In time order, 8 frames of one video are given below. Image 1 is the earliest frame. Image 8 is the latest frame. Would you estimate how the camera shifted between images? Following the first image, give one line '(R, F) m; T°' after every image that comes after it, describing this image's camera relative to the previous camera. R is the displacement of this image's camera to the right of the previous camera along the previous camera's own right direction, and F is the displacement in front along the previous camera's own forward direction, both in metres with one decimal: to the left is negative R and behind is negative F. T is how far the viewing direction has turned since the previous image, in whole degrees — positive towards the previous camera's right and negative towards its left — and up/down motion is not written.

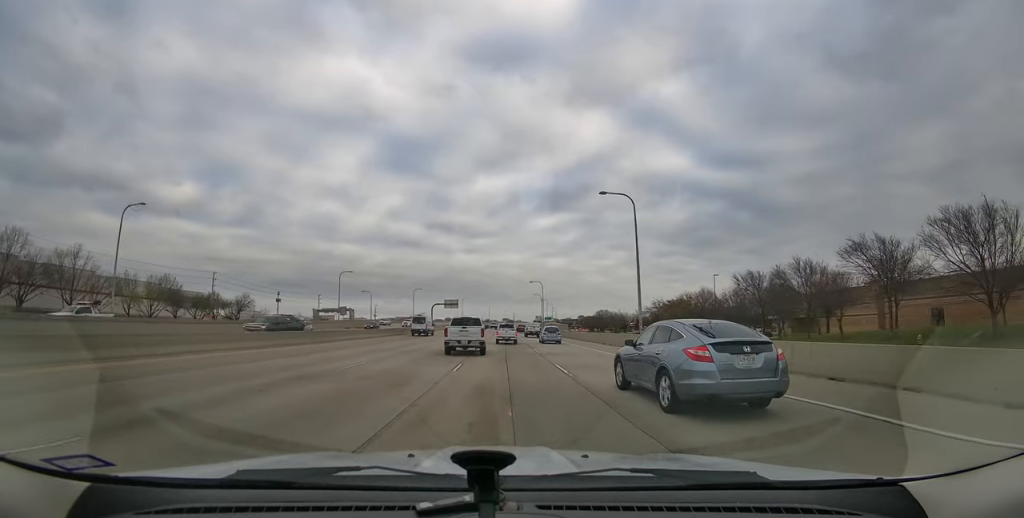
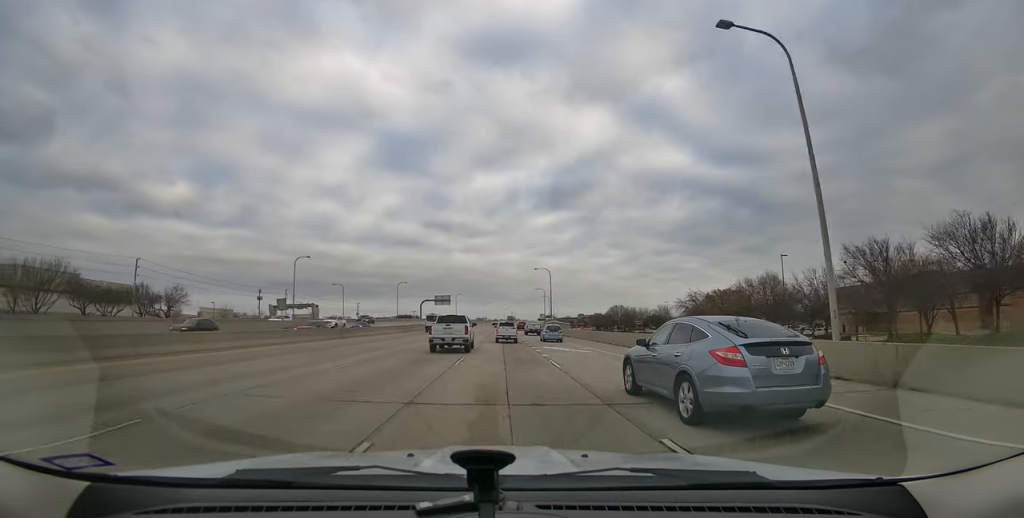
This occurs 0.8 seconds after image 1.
(+0.1, +22.3) m; 0°
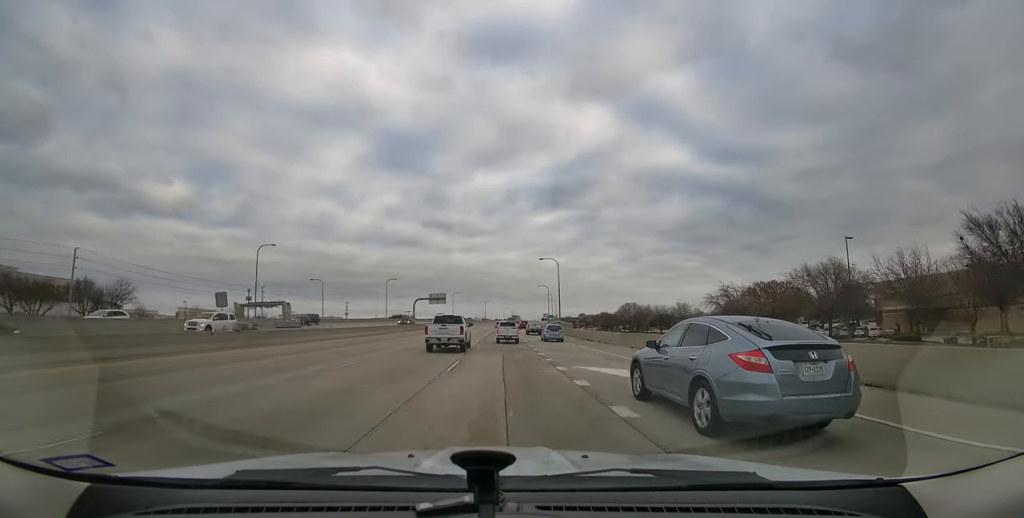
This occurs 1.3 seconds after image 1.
(+0.1, +14.6) m; 0°
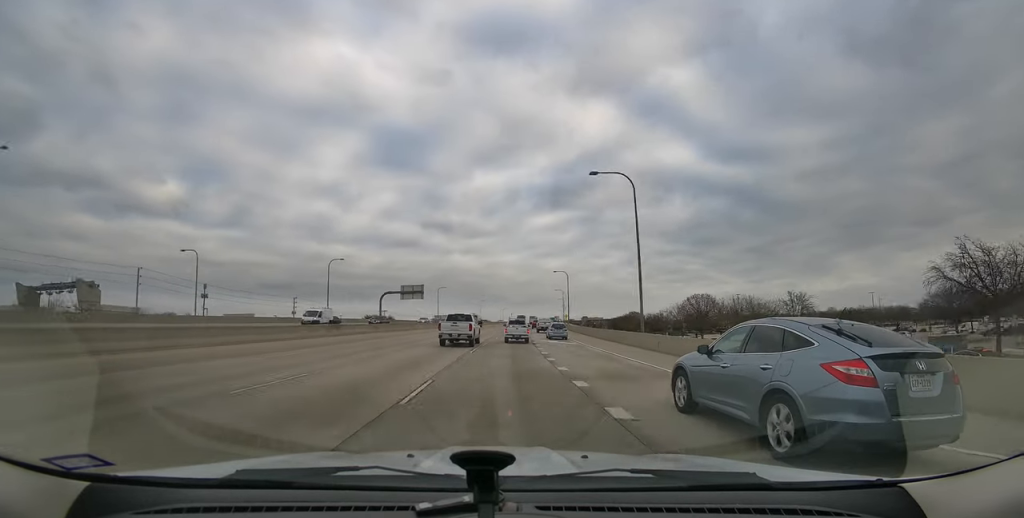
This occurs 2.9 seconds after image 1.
(+0.1, +43.5) m; 0°
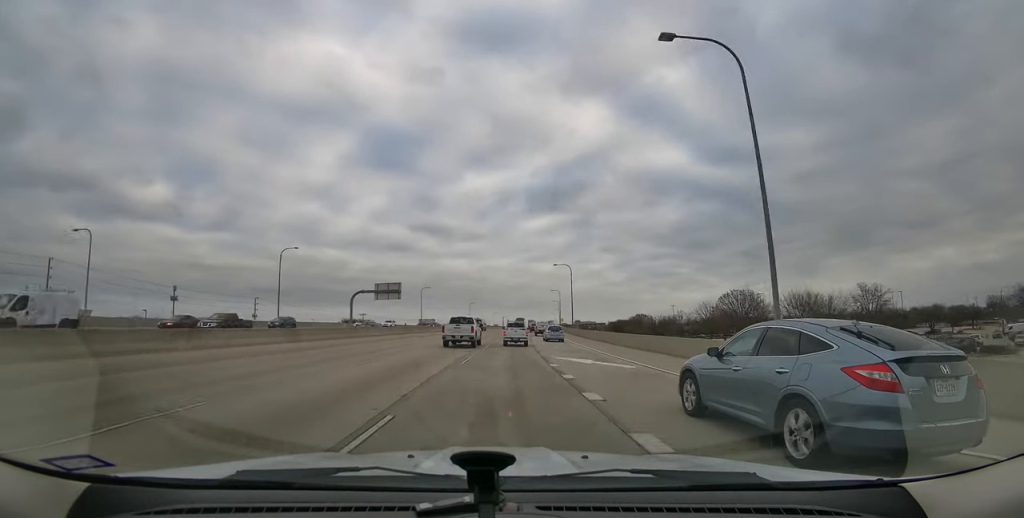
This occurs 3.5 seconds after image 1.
(0.0, +17.6) m; 0°
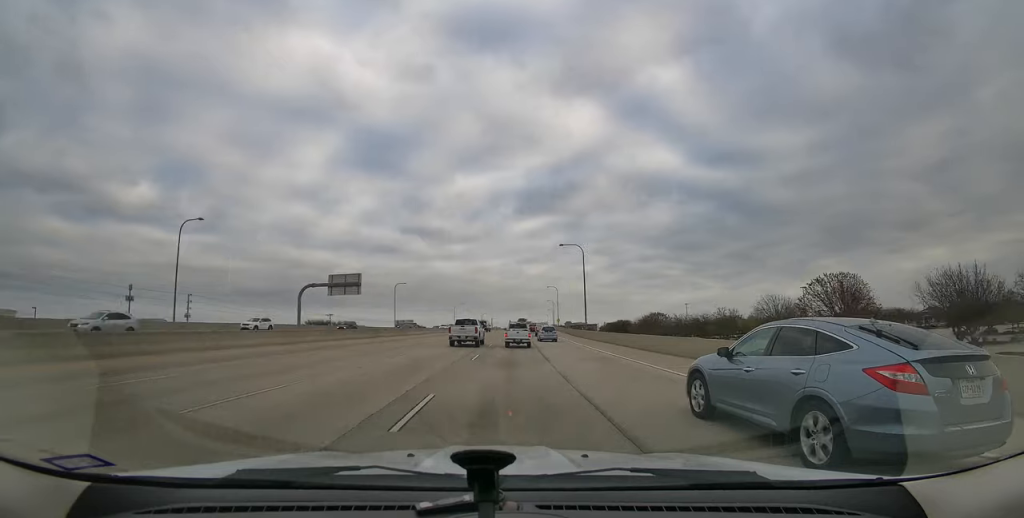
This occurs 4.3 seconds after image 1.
(0.0, +21.8) m; +1°
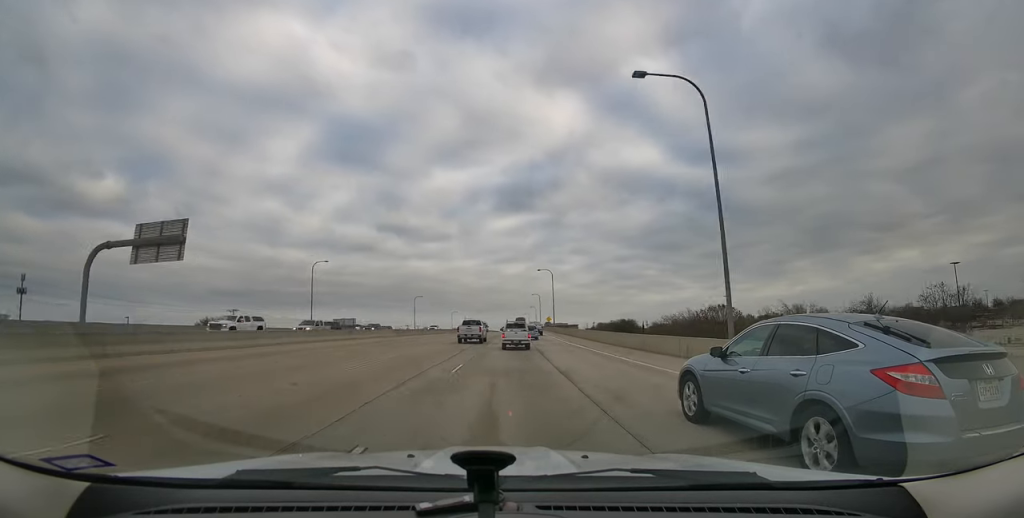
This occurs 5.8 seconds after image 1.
(+0.9, +40.2) m; +3°
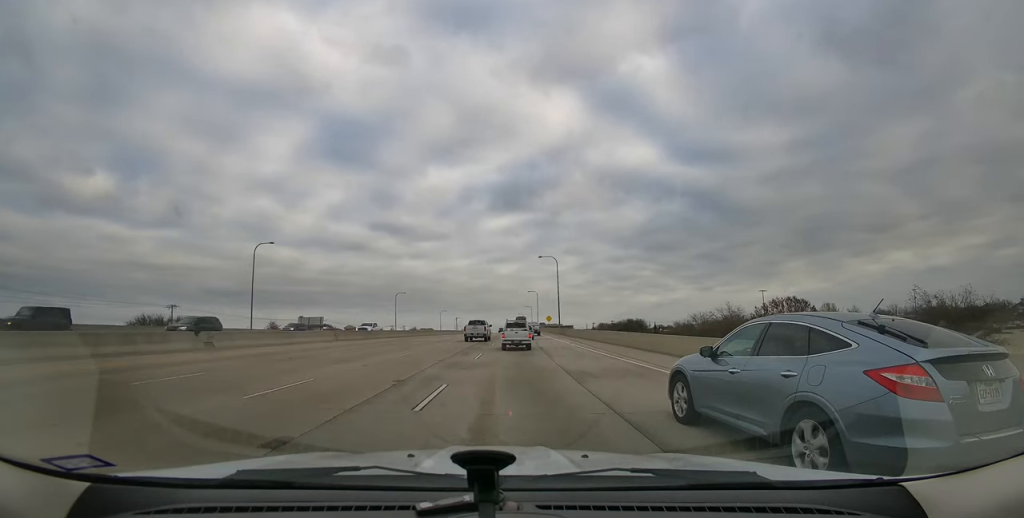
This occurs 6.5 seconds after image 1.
(+0.1, +18.4) m; +1°
